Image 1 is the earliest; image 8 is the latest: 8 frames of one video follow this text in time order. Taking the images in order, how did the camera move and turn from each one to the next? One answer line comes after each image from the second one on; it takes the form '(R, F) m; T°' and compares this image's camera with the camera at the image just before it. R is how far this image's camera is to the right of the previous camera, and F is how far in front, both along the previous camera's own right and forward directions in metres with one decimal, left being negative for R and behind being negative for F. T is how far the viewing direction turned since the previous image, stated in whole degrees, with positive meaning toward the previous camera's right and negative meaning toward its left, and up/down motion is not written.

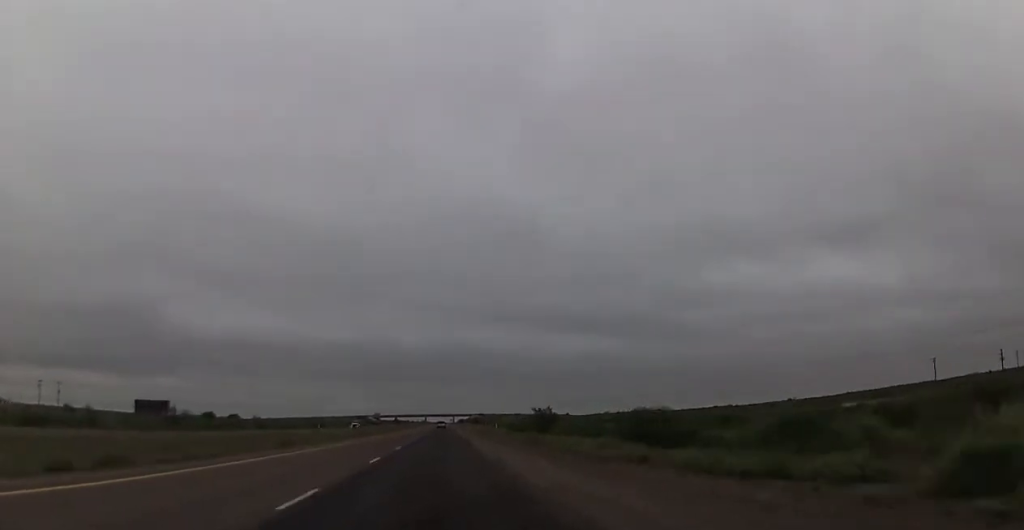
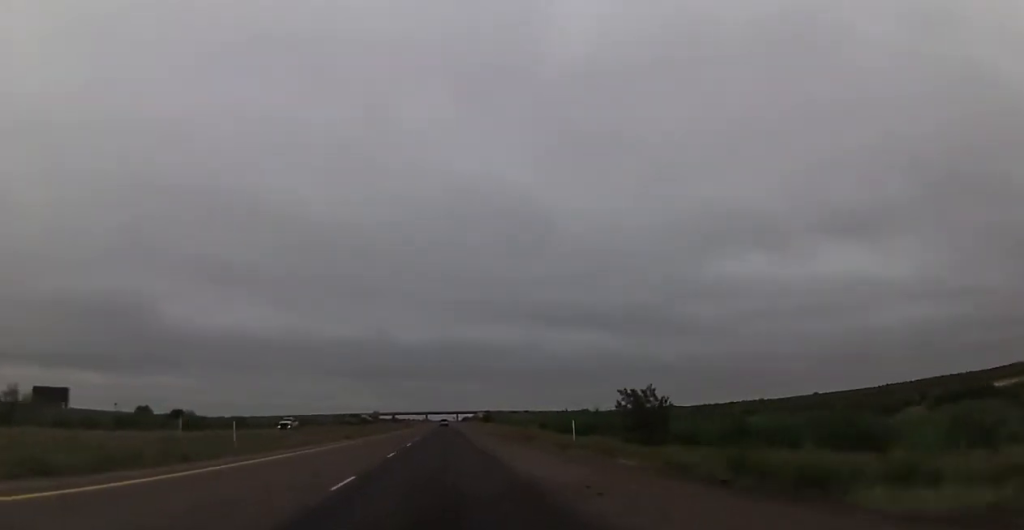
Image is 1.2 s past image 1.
(+0.2, +45.6) m; 0°
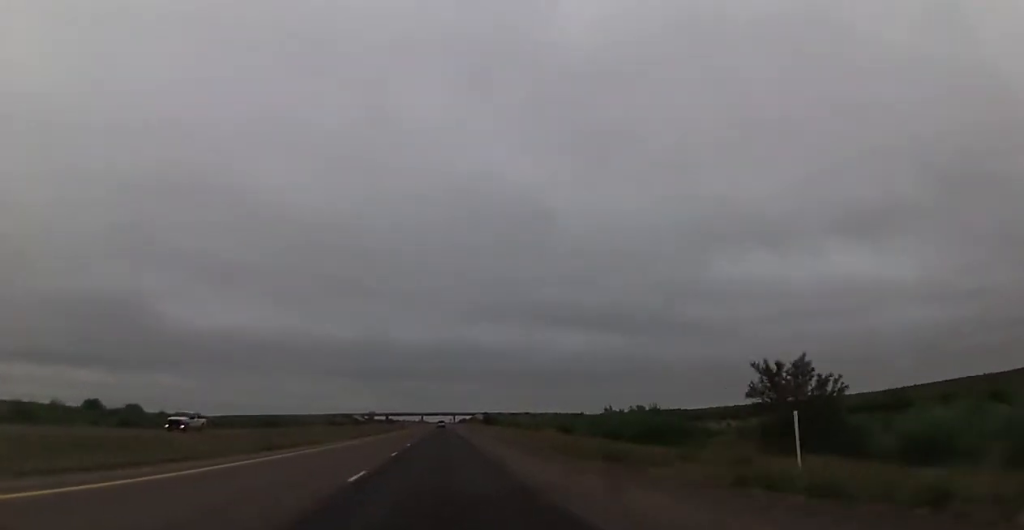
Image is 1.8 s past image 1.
(-0.1, +22.1) m; 0°
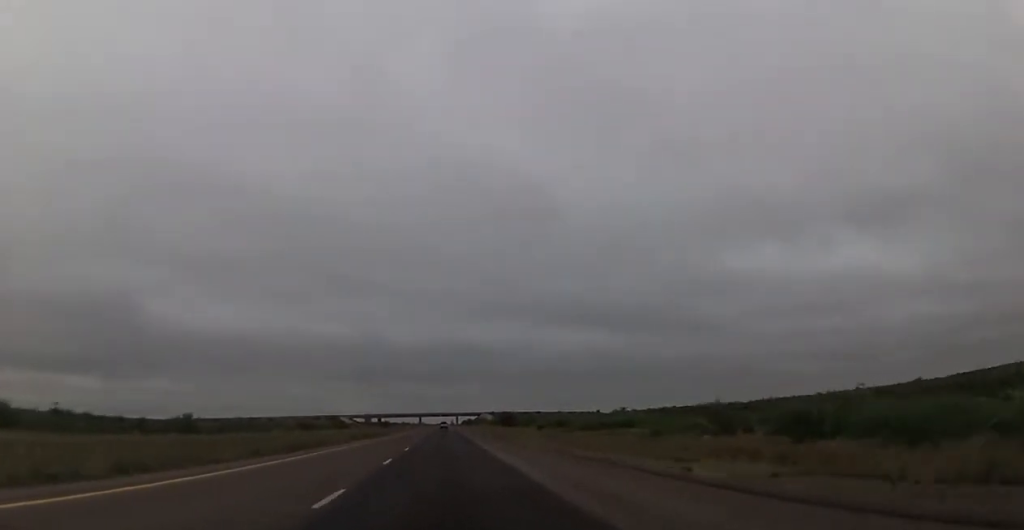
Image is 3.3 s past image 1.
(-0.2, +52.7) m; 0°
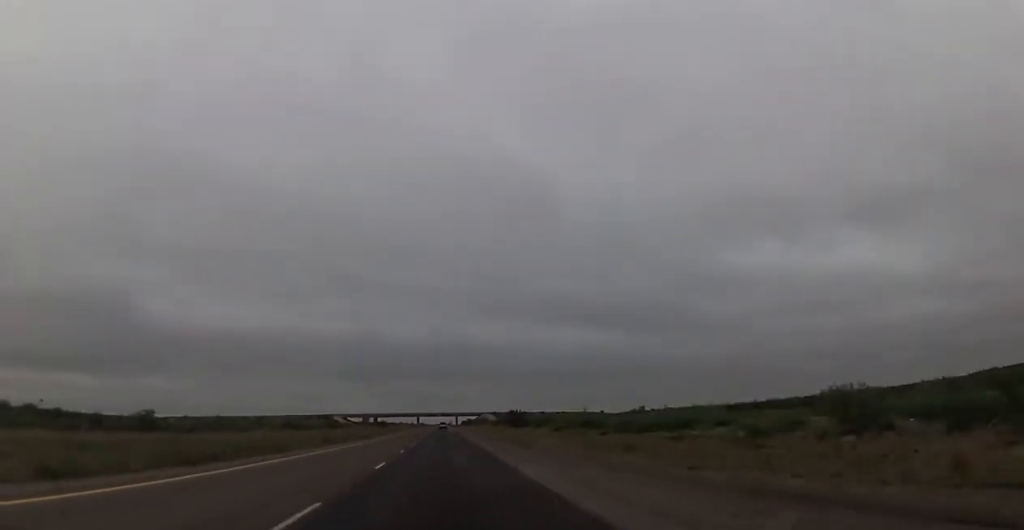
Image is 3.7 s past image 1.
(-0.1, +14.8) m; 0°
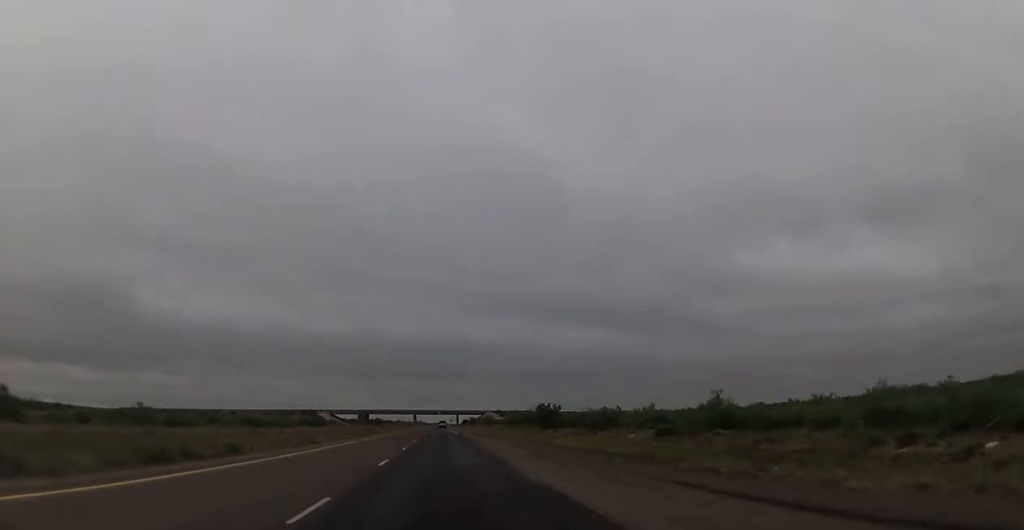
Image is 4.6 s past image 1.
(+0.2, +35.7) m; 0°
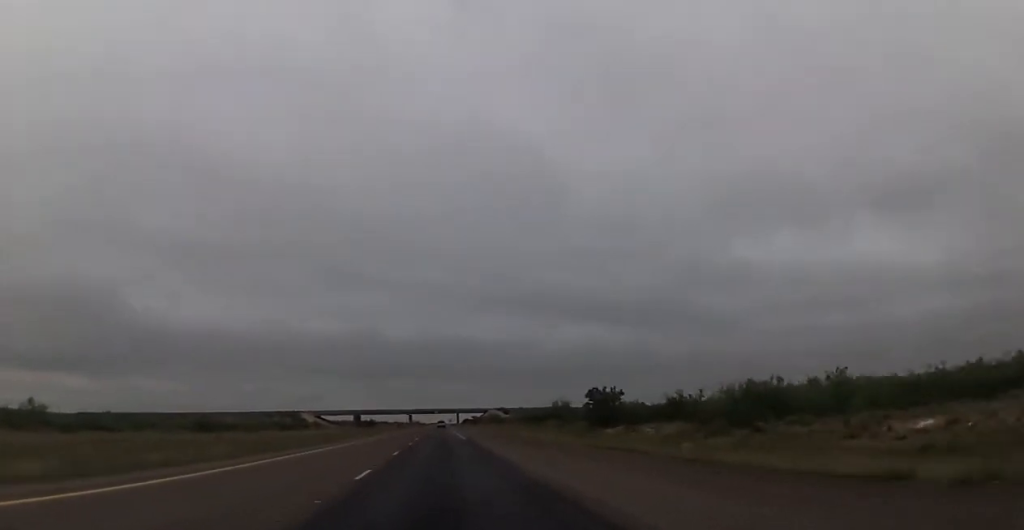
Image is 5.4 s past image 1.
(+0.1, +29.5) m; 0°
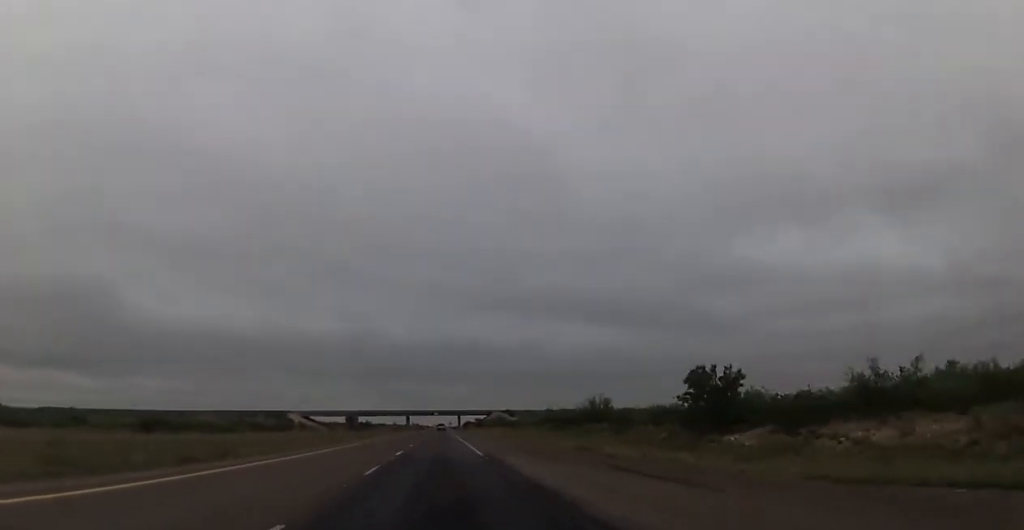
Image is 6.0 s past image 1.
(-0.1, +22.1) m; 0°
